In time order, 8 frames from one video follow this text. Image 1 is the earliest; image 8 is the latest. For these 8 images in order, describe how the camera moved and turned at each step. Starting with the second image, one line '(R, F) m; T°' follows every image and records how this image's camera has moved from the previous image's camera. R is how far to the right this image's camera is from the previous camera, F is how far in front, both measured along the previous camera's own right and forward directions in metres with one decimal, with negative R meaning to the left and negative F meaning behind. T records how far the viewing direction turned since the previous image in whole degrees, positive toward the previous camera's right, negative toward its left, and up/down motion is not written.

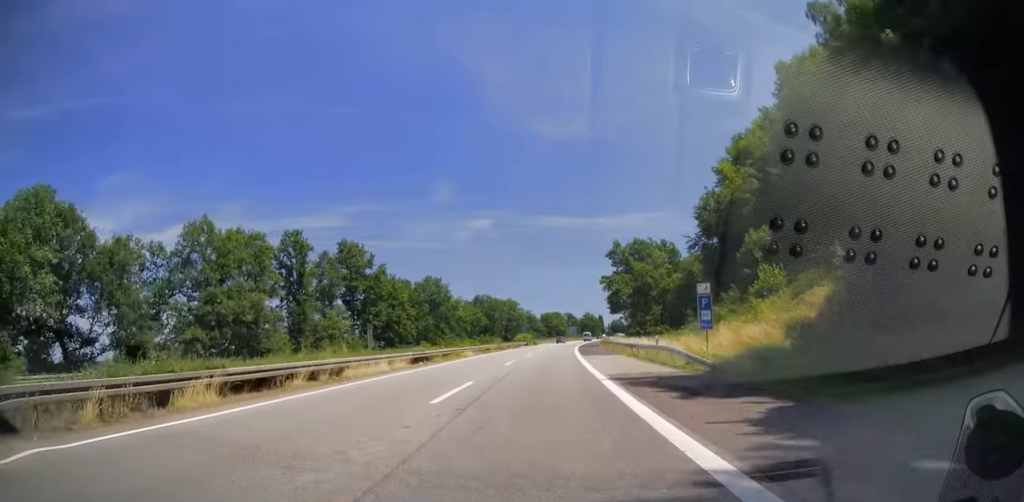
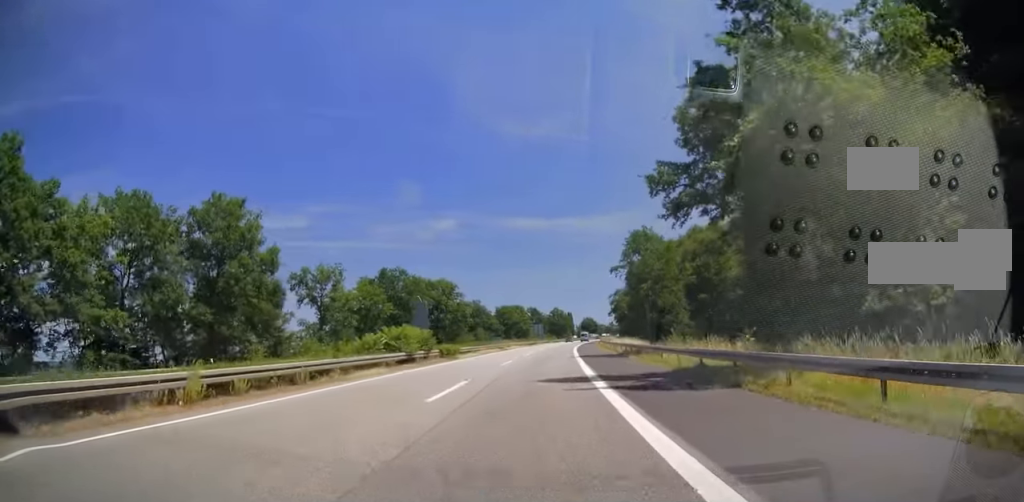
(+2.1, +71.2) m; +4°
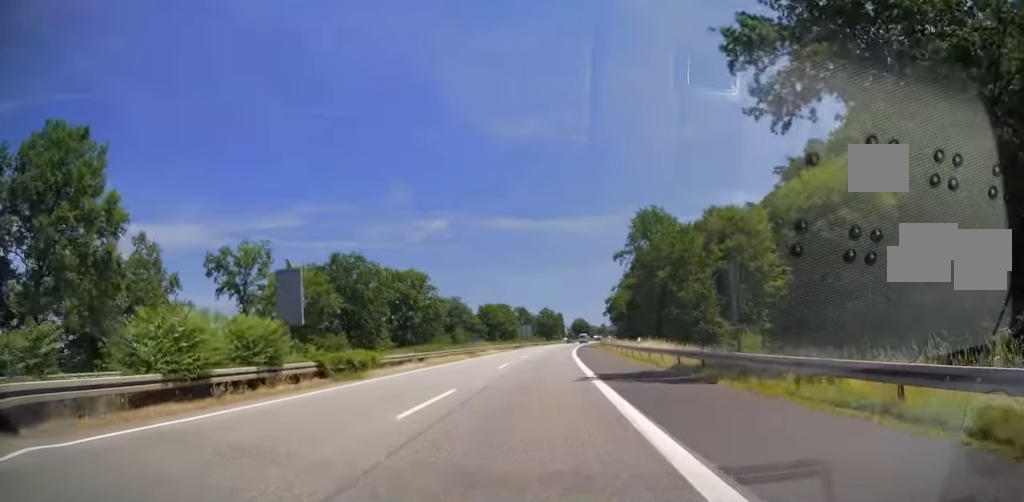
(+0.3, +20.8) m; +1°
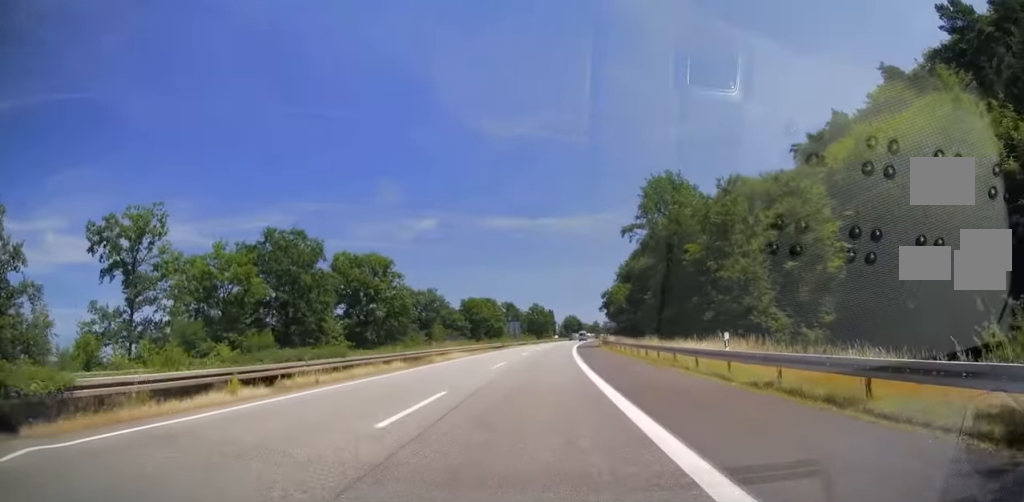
(+0.1, +19.3) m; +1°
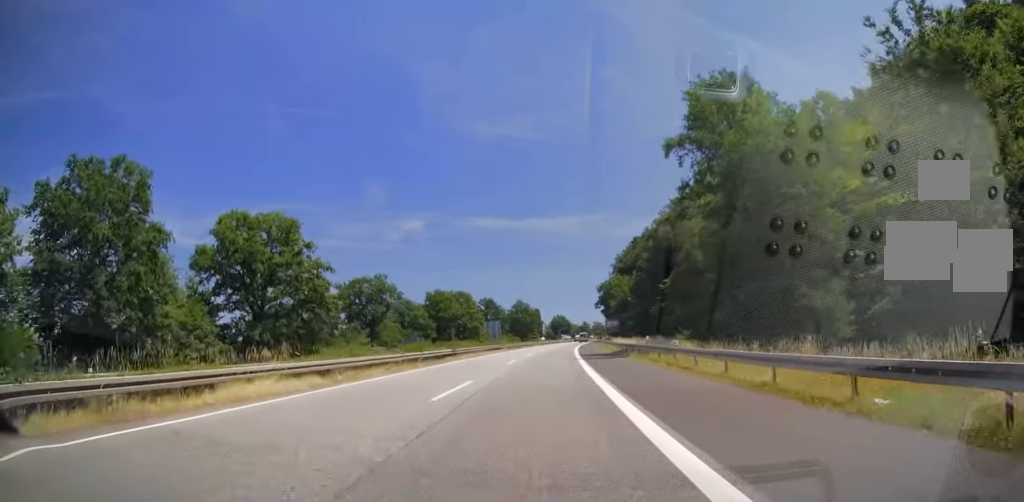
(+0.5, +31.7) m; +1°
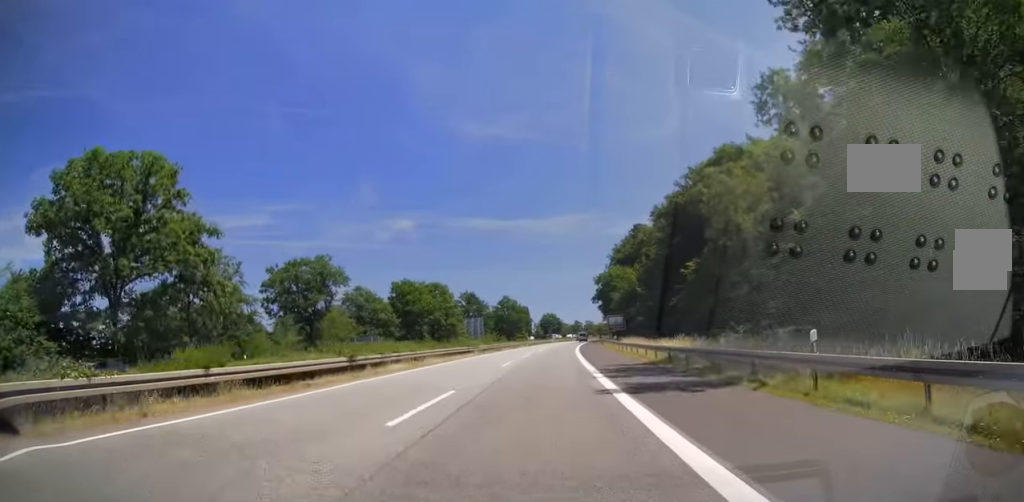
(0.0, +22.3) m; +1°
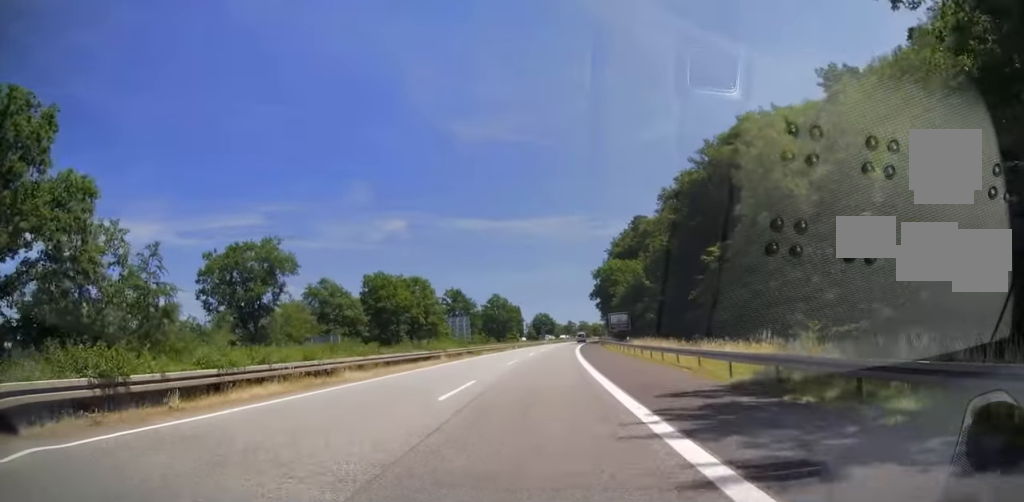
(+0.1, +13.9) m; +1°
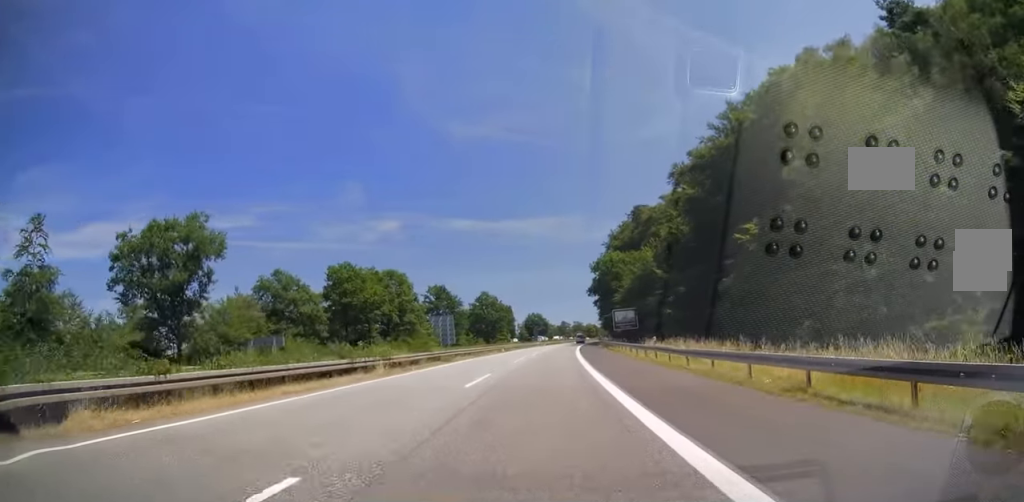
(0.0, +13.8) m; +1°
